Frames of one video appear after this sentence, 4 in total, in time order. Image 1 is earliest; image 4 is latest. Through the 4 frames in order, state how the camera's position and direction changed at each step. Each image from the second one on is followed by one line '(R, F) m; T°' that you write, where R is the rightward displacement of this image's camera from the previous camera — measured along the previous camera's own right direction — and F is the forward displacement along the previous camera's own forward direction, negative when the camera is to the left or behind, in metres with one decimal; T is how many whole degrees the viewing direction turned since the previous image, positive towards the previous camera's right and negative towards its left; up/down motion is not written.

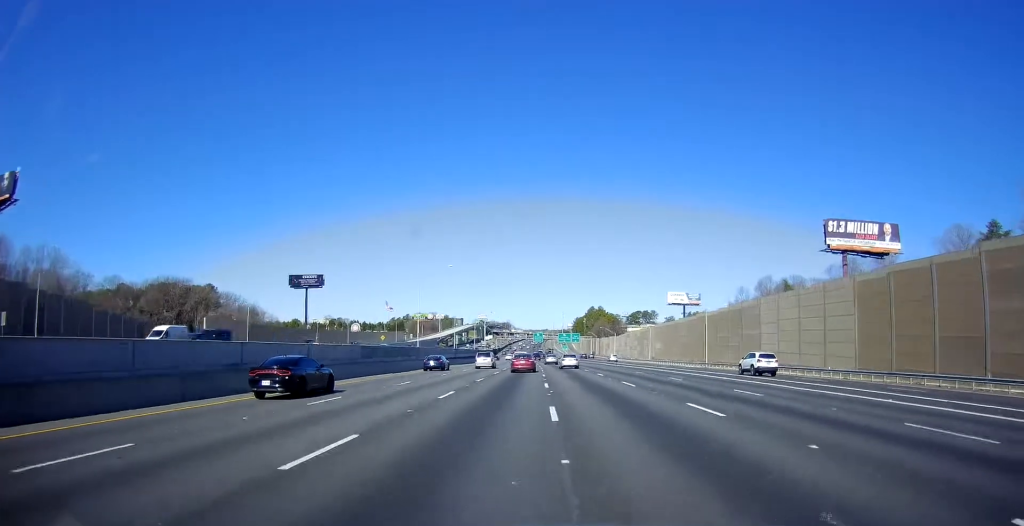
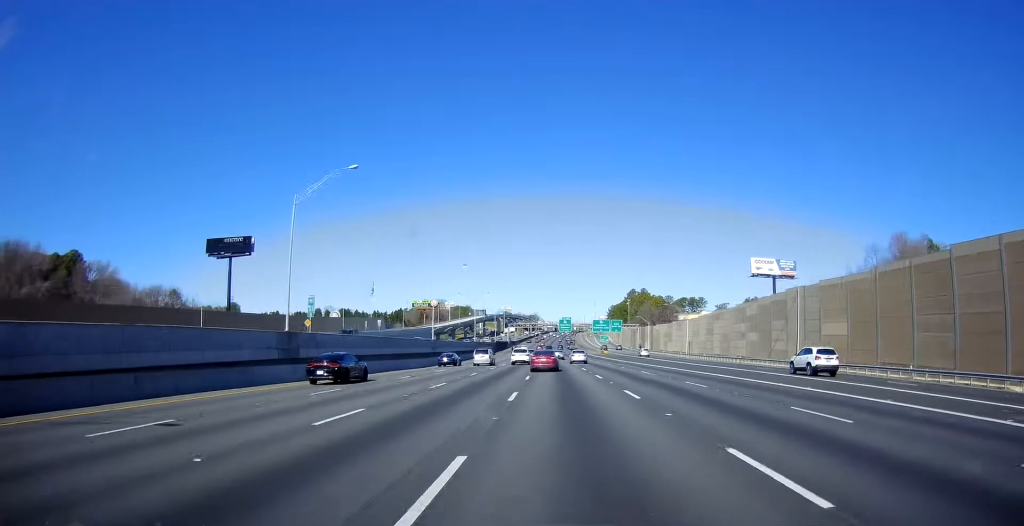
(+0.2, +80.0) m; -1°
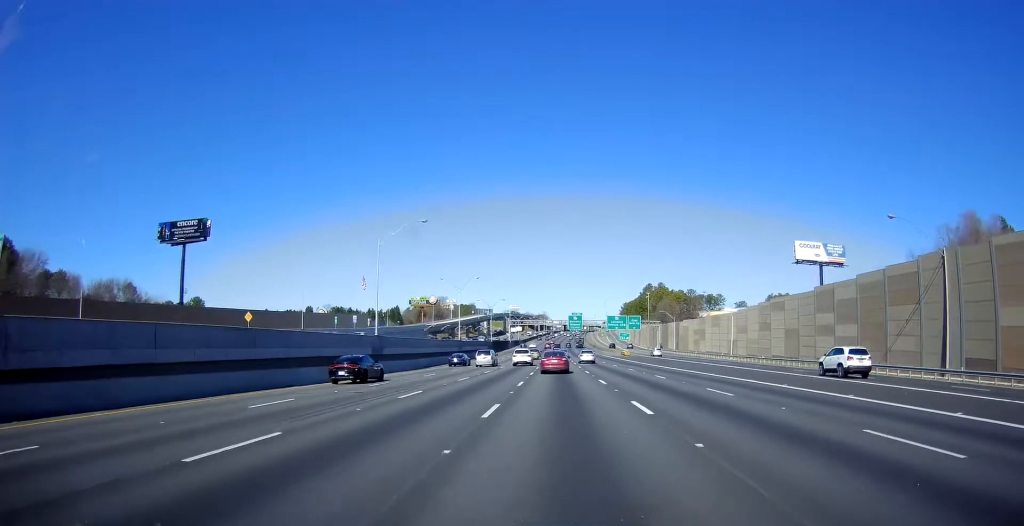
(-0.3, +28.6) m; -1°
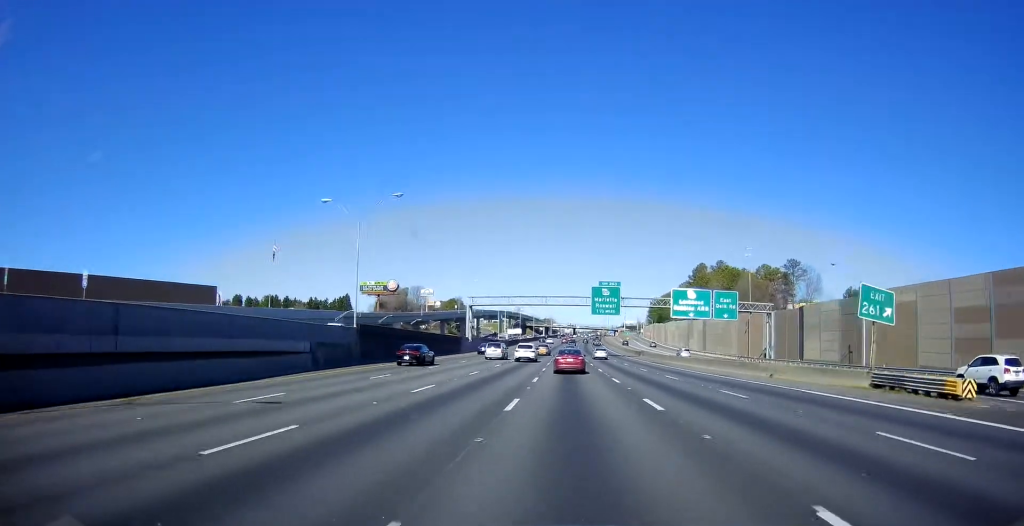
(-2.7, +95.0) m; -3°
